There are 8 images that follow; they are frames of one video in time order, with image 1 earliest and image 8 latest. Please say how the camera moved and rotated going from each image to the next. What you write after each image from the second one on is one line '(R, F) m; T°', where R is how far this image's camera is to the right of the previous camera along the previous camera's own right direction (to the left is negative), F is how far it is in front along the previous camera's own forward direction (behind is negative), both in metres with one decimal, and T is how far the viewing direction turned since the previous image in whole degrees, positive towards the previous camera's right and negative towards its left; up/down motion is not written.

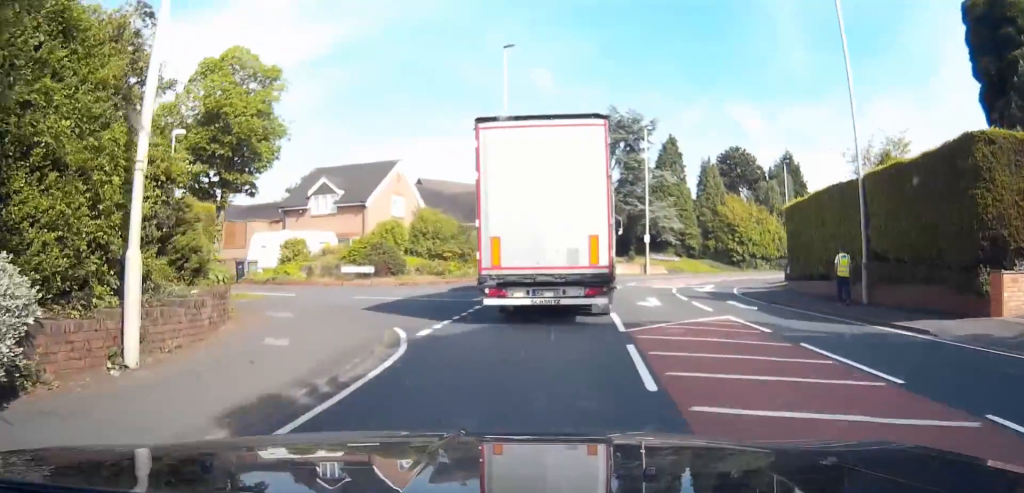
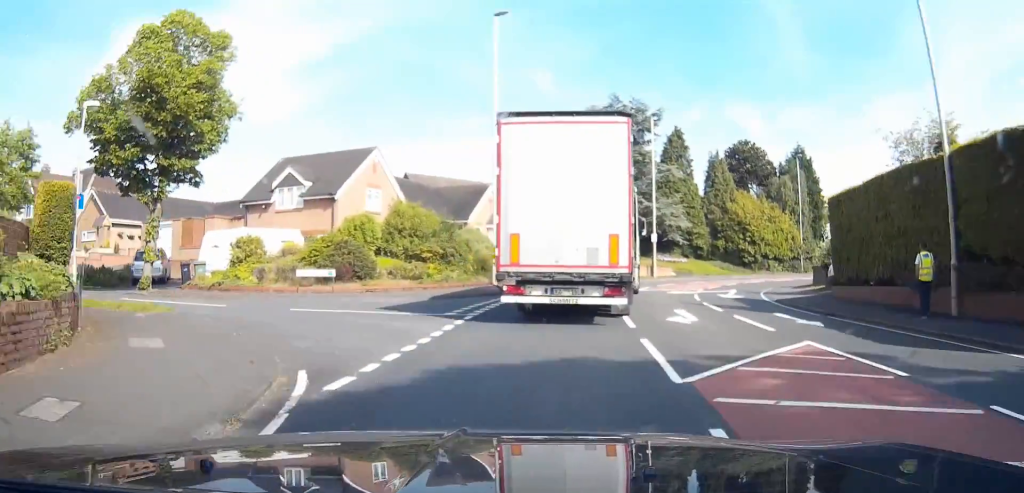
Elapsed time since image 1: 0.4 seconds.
(-0.3, +5.5) m; -1°
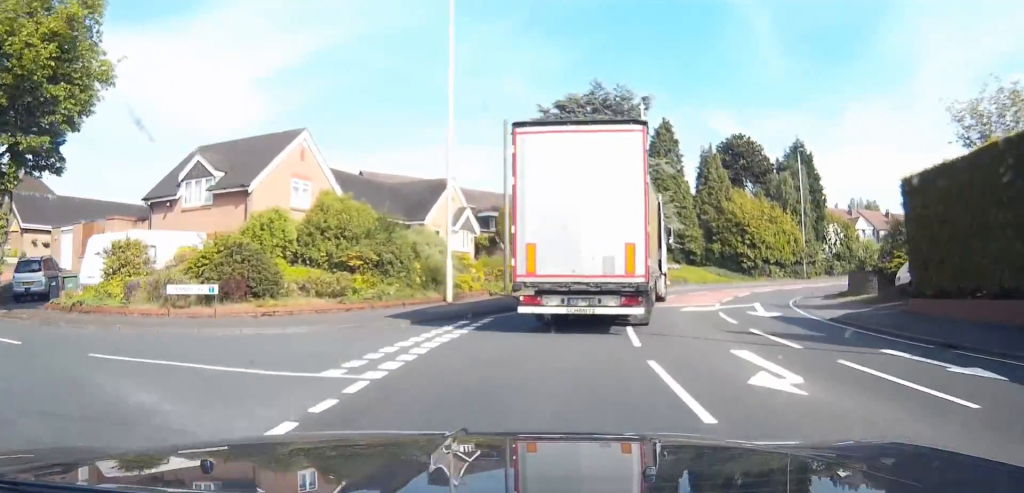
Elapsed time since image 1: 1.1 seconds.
(-0.2, +8.0) m; -1°
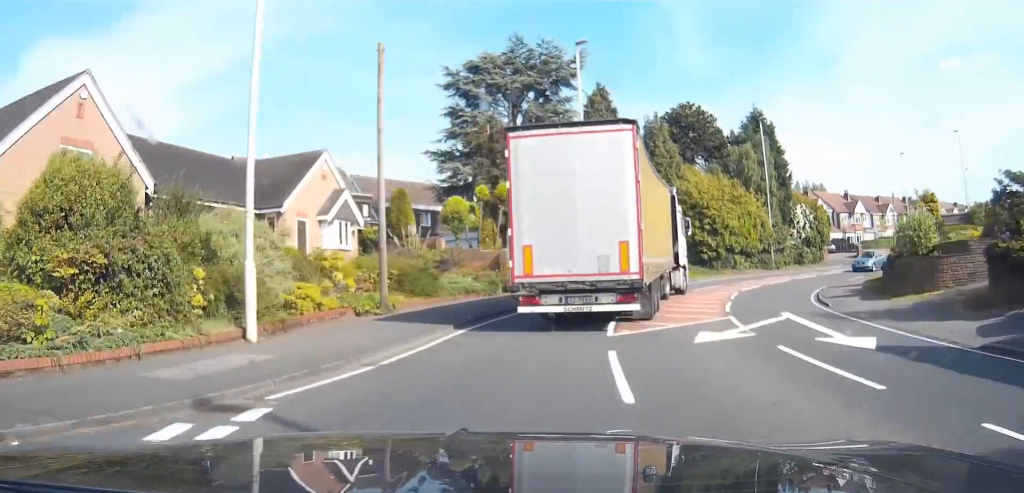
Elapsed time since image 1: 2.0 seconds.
(-0.1, +11.1) m; +5°
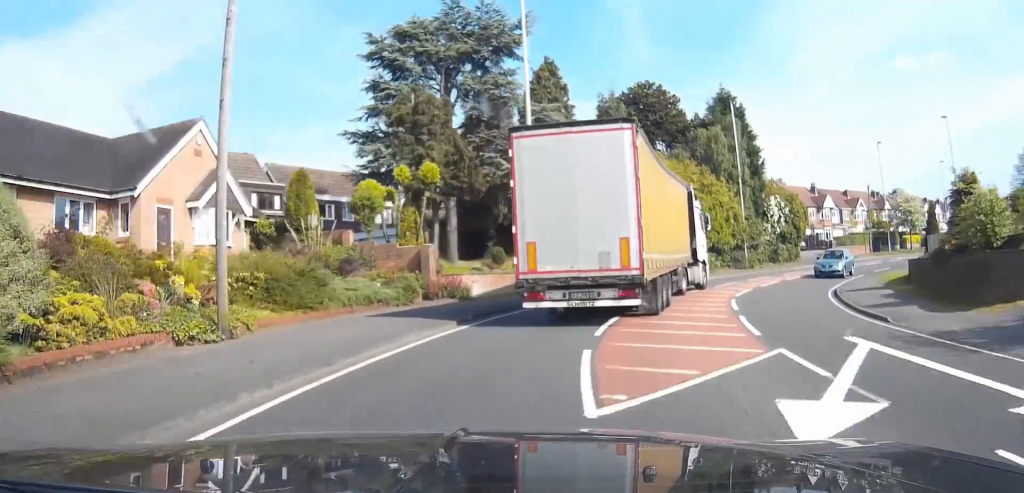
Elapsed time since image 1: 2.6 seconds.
(+0.6, +7.1) m; +6°
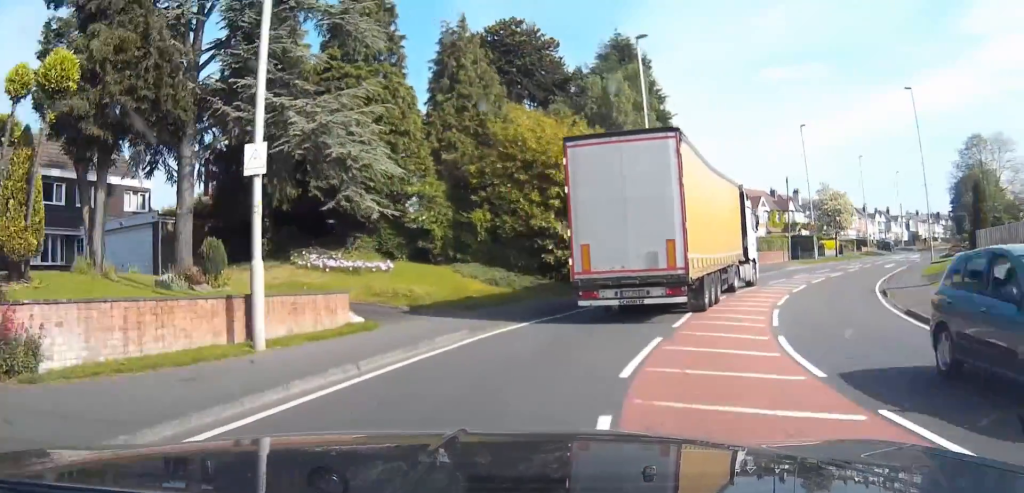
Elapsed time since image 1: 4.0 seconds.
(+1.6, +16.5) m; +14°
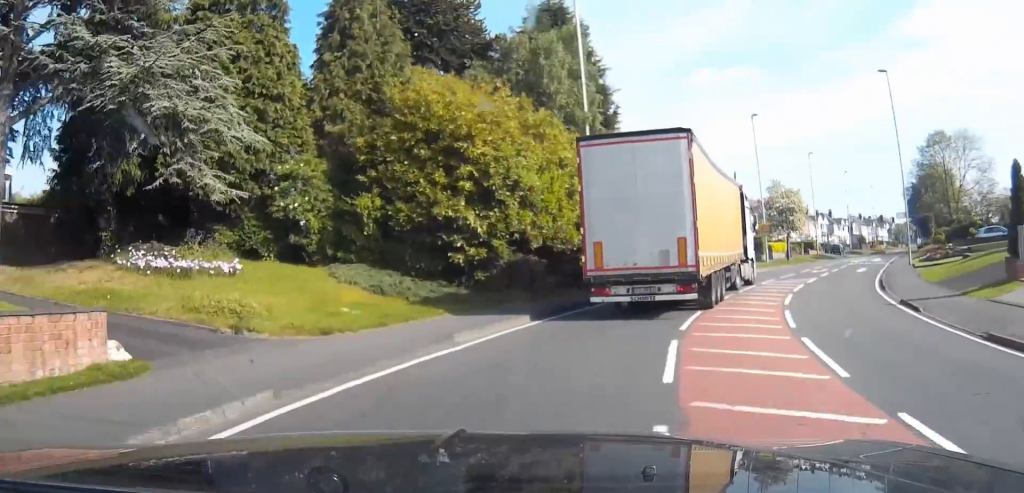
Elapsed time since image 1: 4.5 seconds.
(+0.6, +6.5) m; +6°
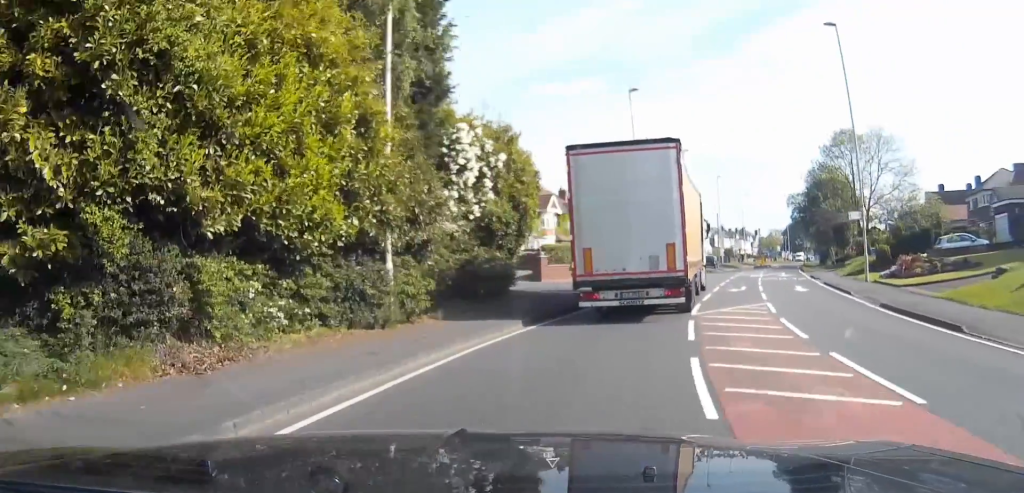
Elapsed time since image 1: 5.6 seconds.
(+1.4, +13.6) m; +11°
